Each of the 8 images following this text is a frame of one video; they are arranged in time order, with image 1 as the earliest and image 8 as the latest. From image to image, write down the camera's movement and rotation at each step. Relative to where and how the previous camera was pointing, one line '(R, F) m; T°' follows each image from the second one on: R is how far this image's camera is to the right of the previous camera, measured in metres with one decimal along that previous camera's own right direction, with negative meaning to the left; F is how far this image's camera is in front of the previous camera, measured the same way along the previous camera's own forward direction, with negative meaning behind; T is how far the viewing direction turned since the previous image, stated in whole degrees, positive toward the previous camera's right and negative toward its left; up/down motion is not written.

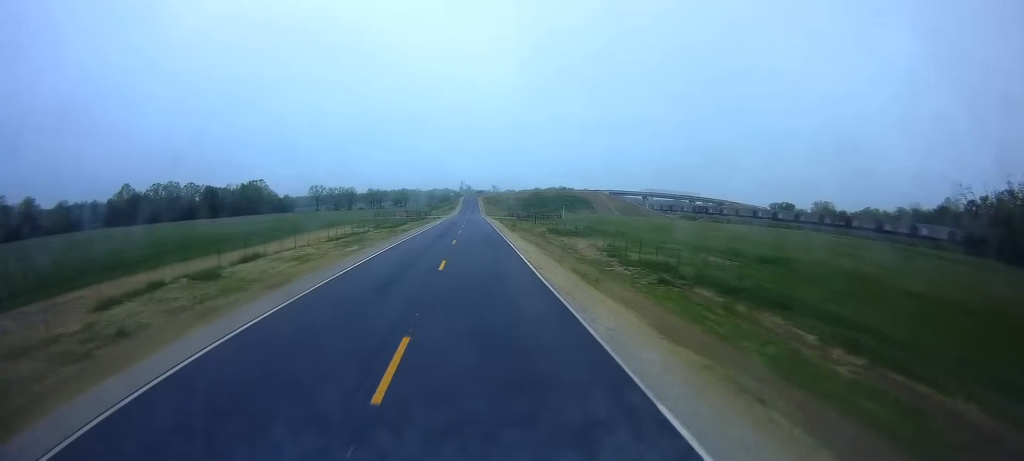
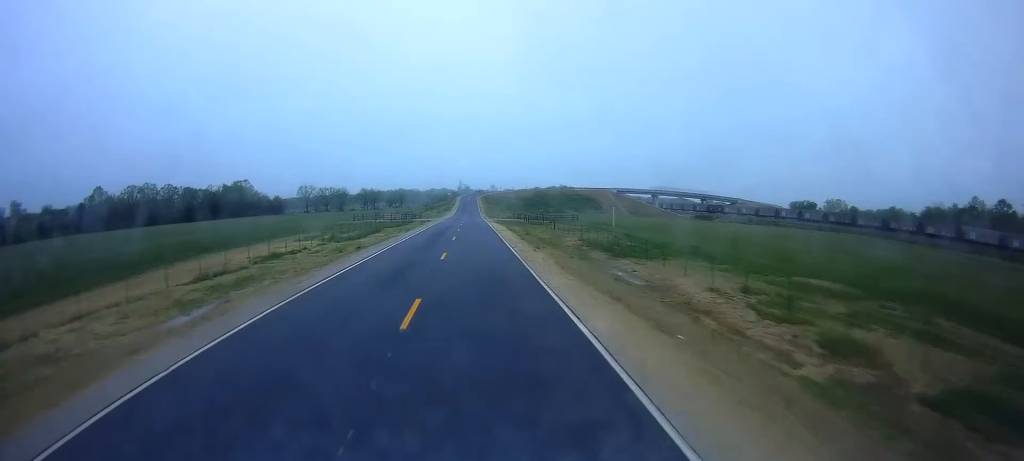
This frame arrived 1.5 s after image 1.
(+0.1, +20.6) m; +1°
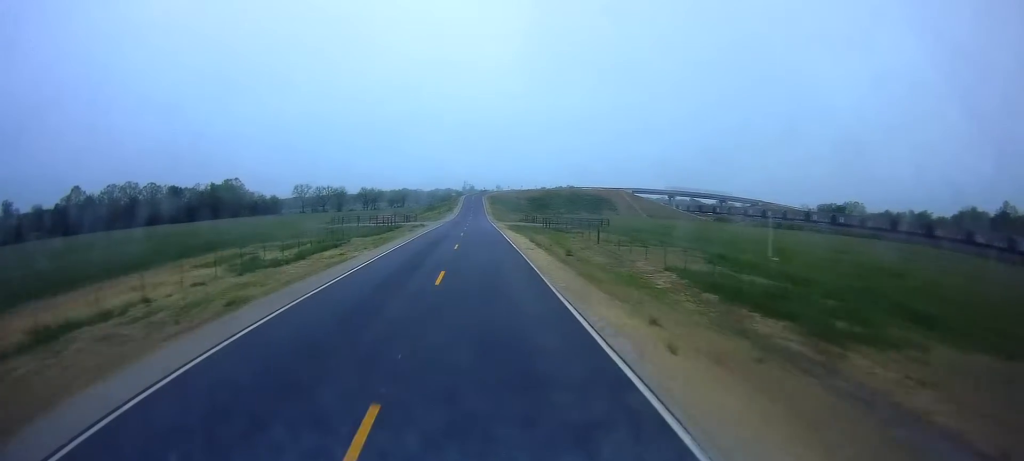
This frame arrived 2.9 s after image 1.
(+0.1, +18.9) m; 0°
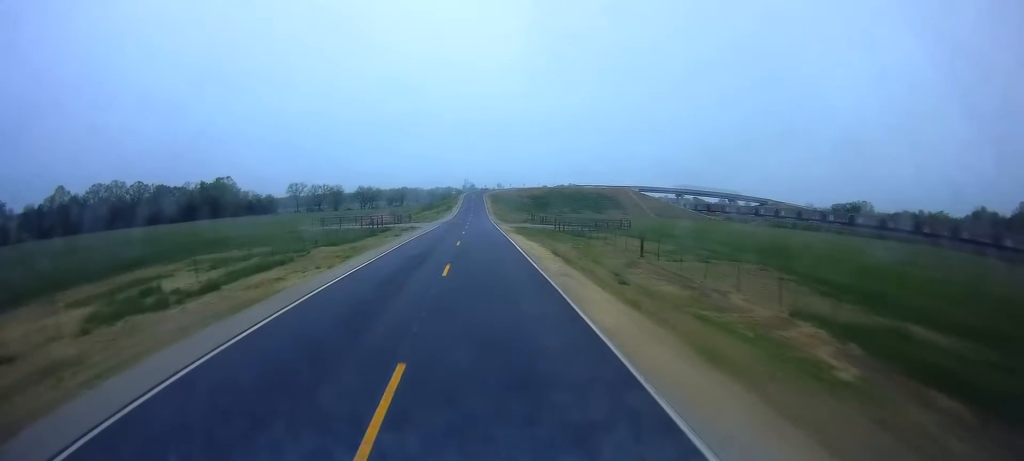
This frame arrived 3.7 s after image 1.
(0.0, +10.7) m; 0°
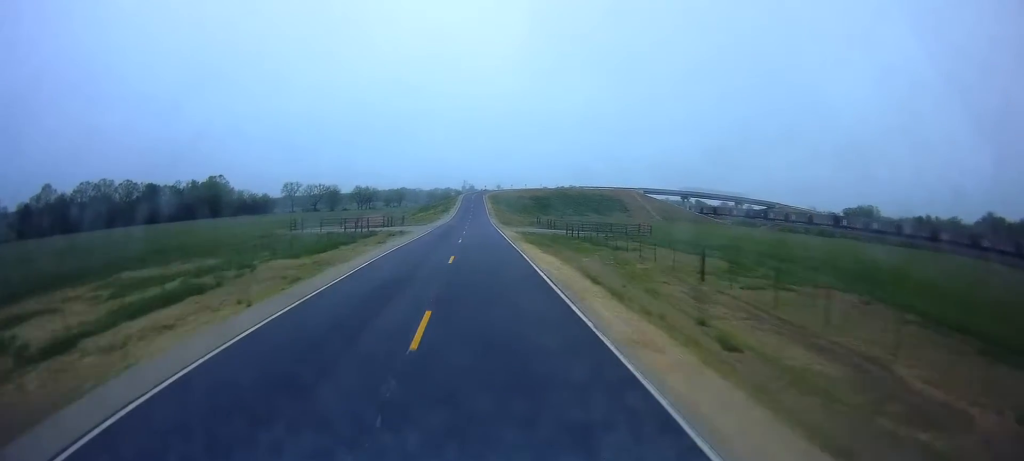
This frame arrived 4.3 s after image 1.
(0.0, +8.4) m; 0°
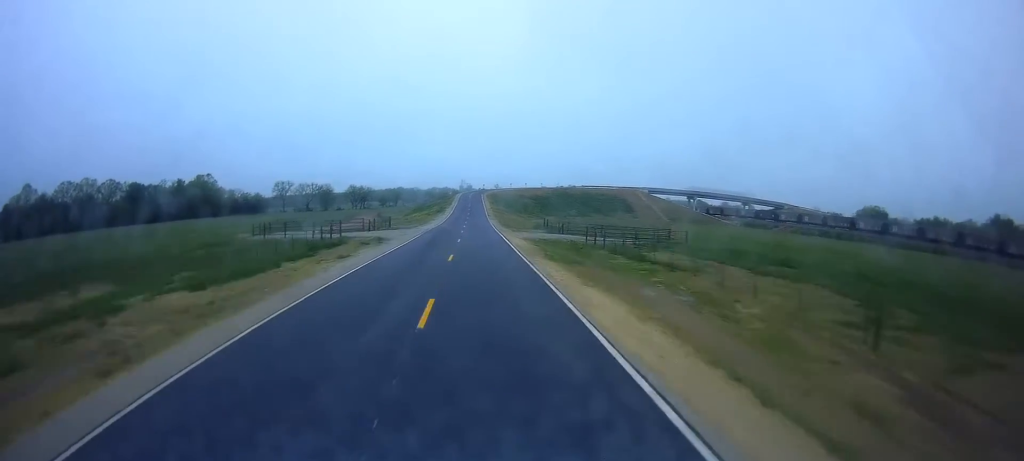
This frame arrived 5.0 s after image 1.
(0.0, +10.8) m; 0°
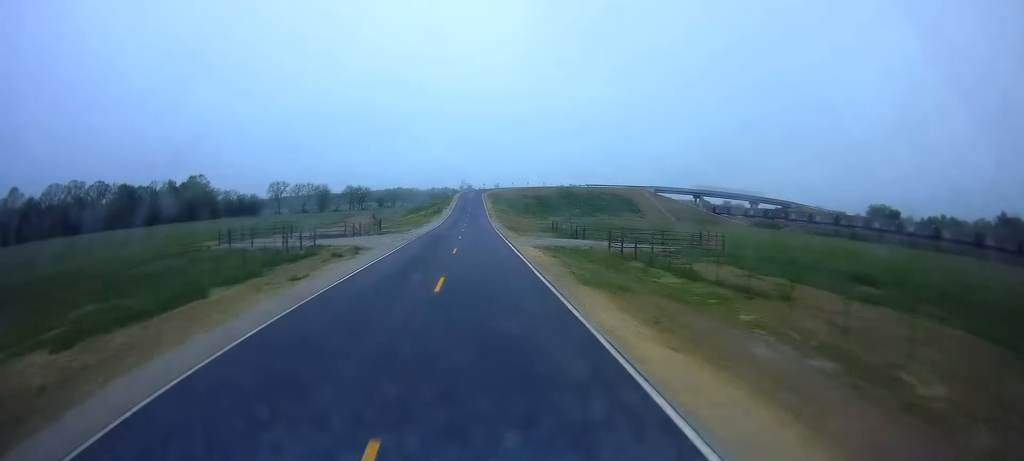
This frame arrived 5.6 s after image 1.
(0.0, +7.6) m; 0°
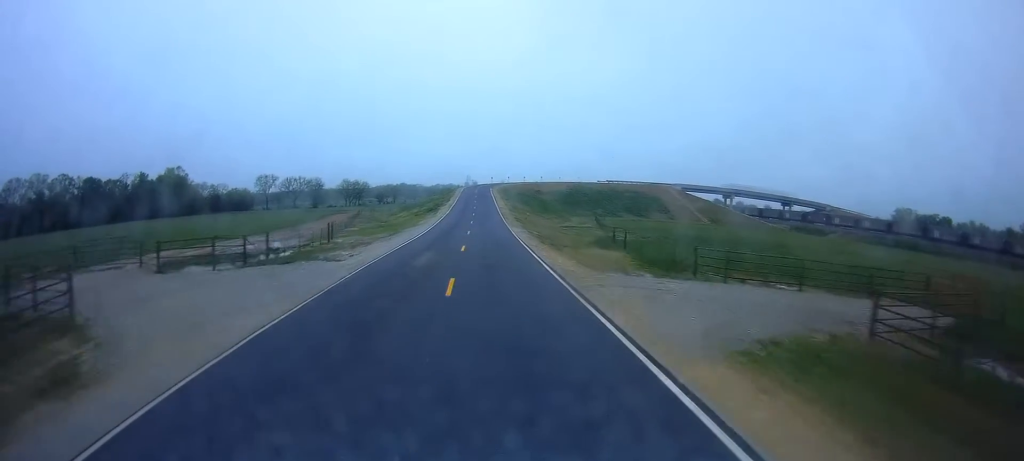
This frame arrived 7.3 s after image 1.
(-0.9, +25.7) m; -2°
